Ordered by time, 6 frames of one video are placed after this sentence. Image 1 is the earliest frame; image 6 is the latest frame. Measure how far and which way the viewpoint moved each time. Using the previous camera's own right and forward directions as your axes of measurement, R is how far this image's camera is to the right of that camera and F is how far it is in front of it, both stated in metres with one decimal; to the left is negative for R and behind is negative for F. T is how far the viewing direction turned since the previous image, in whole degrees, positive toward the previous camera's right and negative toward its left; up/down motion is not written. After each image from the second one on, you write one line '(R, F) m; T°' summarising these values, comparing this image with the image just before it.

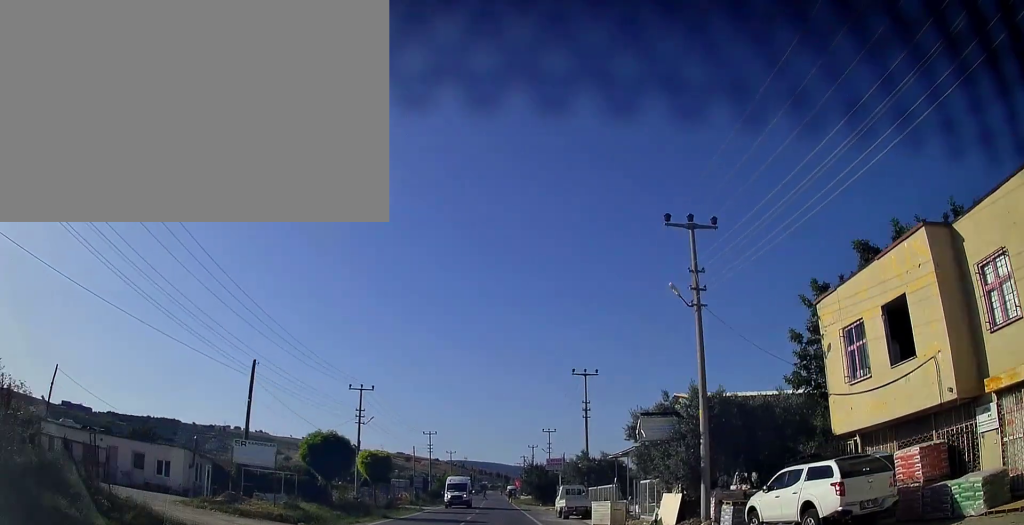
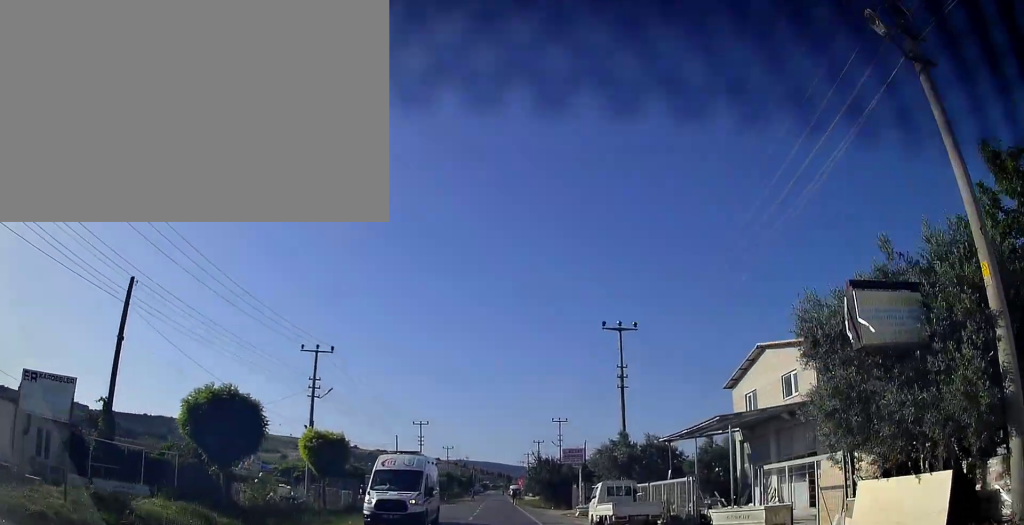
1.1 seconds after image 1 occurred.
(+0.1, +13.4) m; 0°
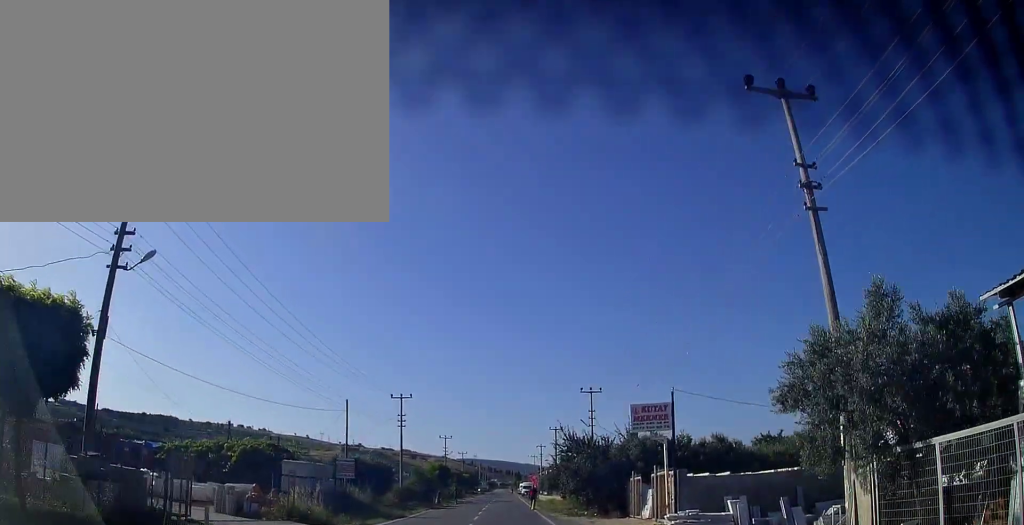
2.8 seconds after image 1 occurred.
(-0.1, +20.9) m; -1°
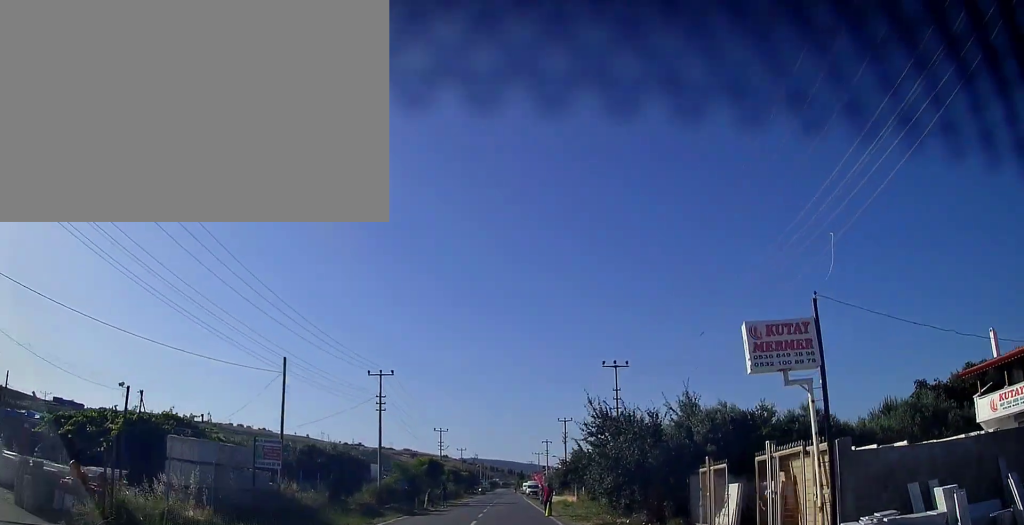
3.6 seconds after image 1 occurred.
(-0.1, +11.2) m; 0°
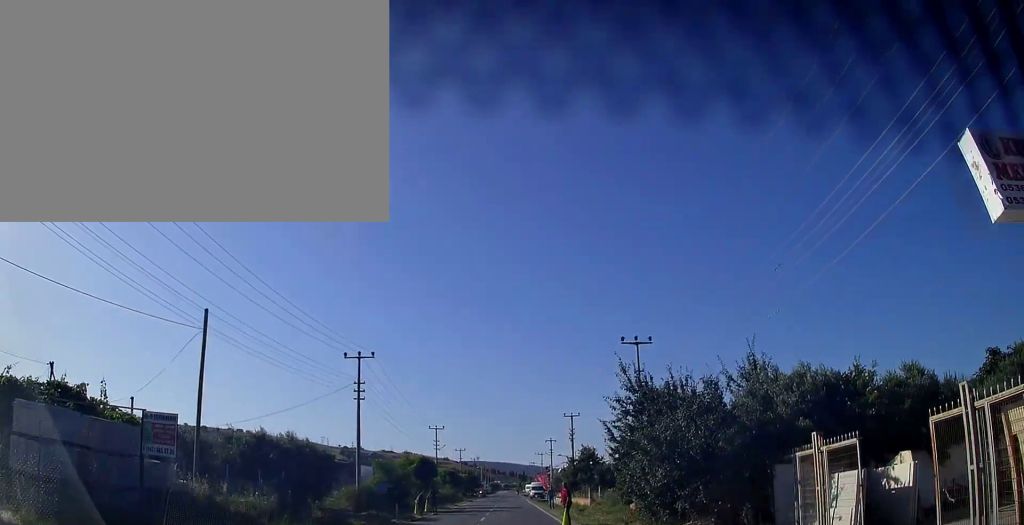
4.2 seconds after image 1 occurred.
(0.0, +7.4) m; 0°
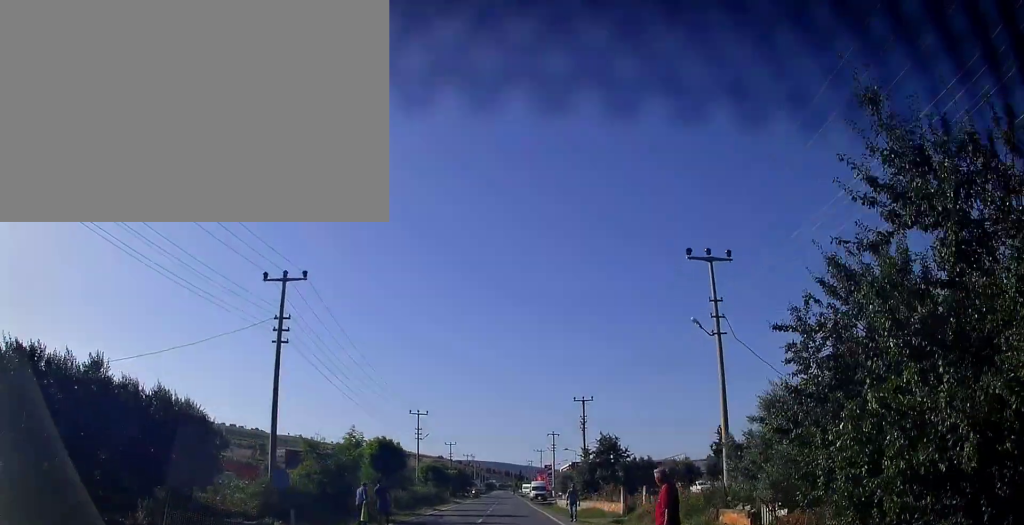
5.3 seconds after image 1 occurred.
(+0.1, +14.3) m; 0°
